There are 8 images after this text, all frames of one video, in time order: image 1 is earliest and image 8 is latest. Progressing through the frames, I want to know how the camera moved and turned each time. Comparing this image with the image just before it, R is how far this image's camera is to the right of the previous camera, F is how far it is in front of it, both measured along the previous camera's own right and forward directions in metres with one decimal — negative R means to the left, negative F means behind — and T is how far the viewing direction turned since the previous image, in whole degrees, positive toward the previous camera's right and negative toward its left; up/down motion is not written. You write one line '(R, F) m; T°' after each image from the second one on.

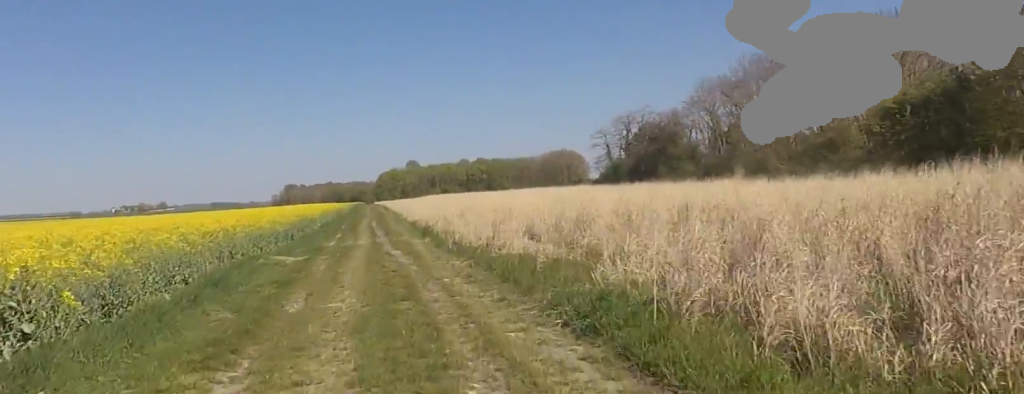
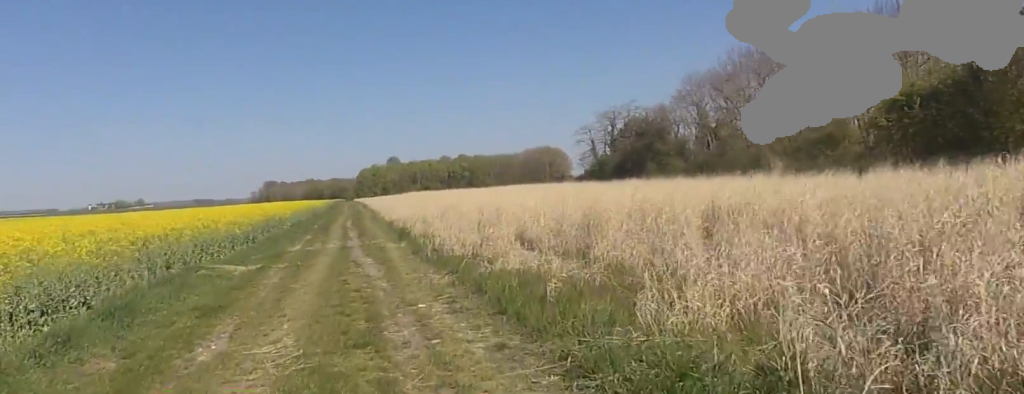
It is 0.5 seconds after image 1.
(0.0, +2.5) m; 0°
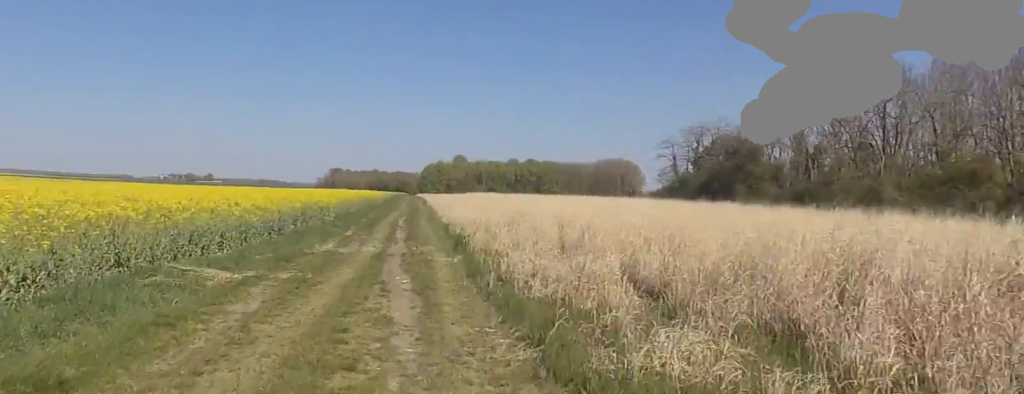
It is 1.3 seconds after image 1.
(0.0, +4.3) m; 0°
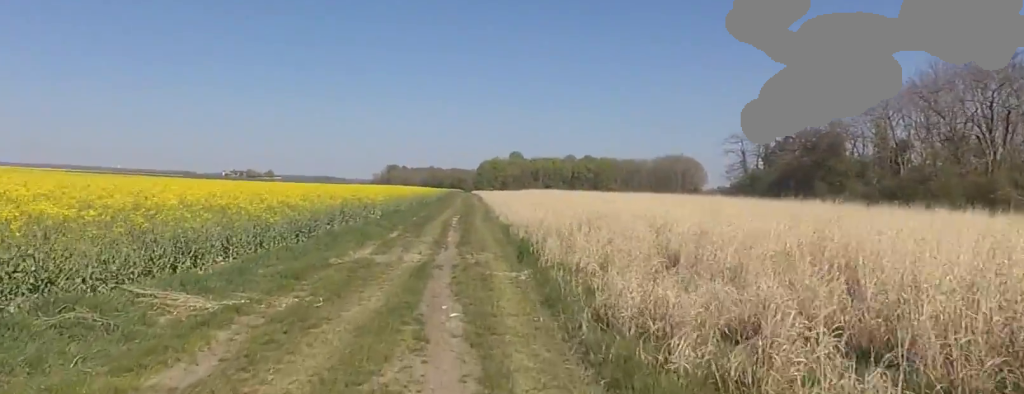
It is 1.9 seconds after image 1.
(0.0, +3.3) m; 0°
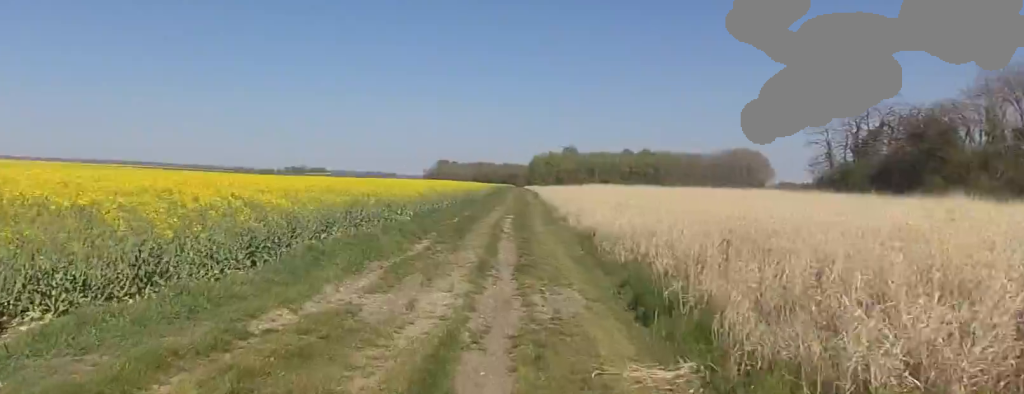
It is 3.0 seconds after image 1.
(0.0, +6.0) m; 0°
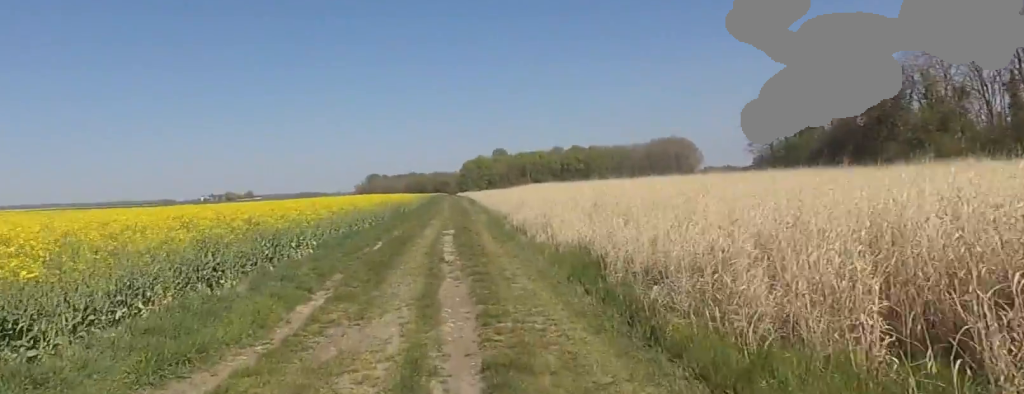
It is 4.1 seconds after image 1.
(0.0, +5.5) m; 0°
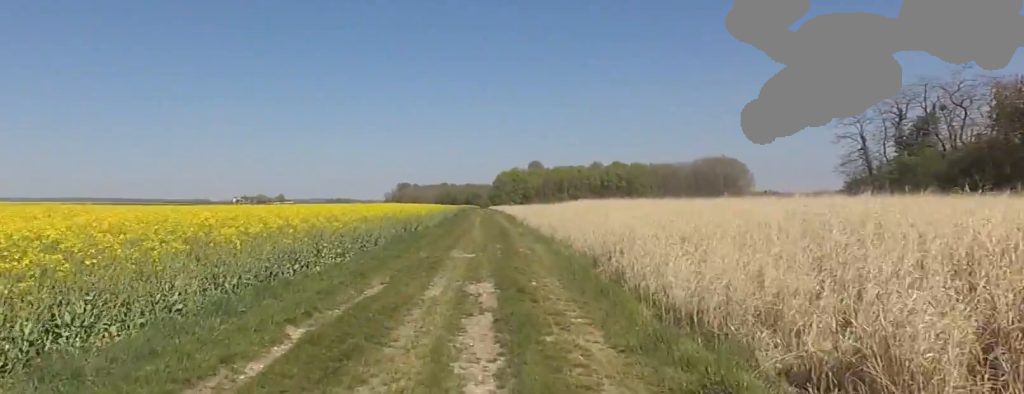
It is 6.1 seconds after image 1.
(0.0, +10.9) m; 0°
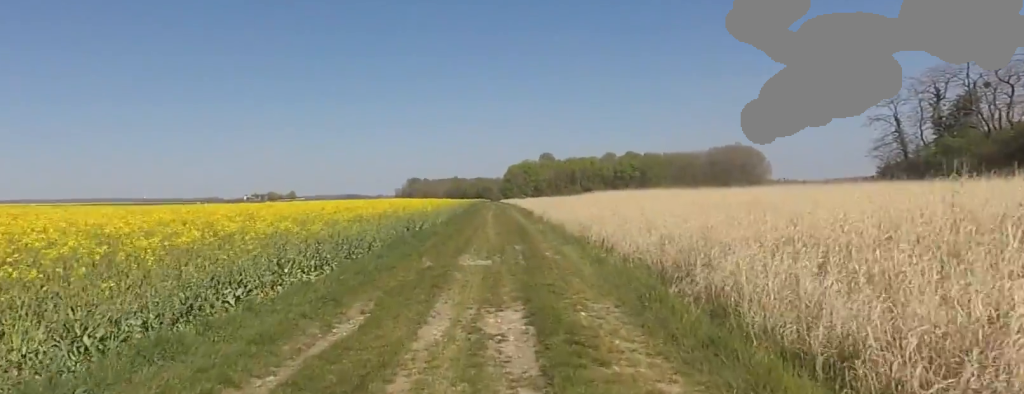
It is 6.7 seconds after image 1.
(0.0, +3.2) m; 0°
